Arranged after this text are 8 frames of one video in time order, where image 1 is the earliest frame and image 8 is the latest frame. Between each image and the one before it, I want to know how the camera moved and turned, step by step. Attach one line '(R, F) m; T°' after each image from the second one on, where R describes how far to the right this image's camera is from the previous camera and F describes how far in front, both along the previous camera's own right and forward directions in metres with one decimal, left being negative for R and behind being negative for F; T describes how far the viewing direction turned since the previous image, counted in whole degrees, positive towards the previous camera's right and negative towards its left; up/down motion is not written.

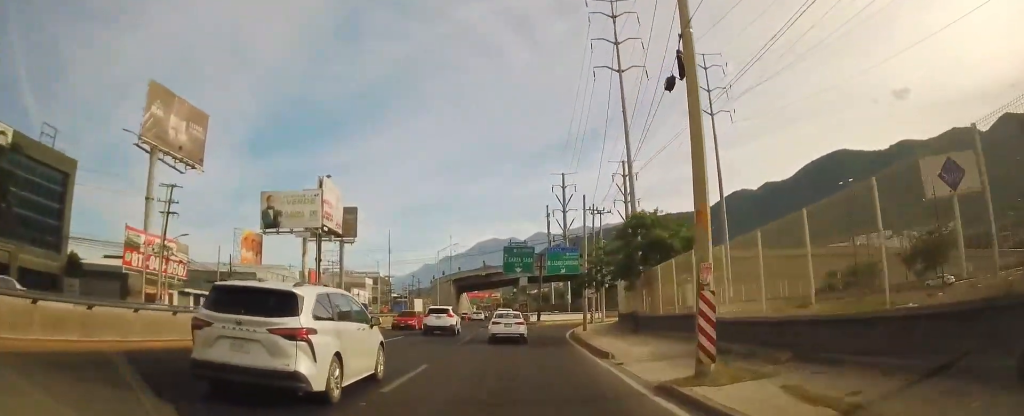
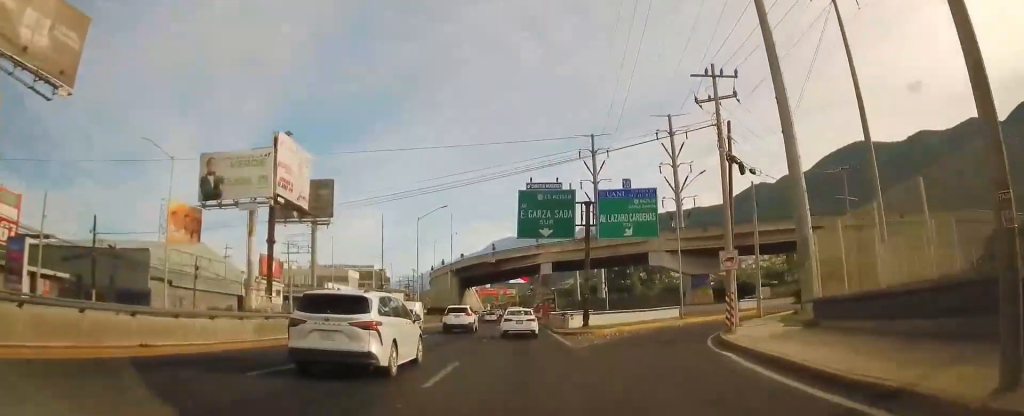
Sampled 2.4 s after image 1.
(+0.6, +30.4) m; -1°
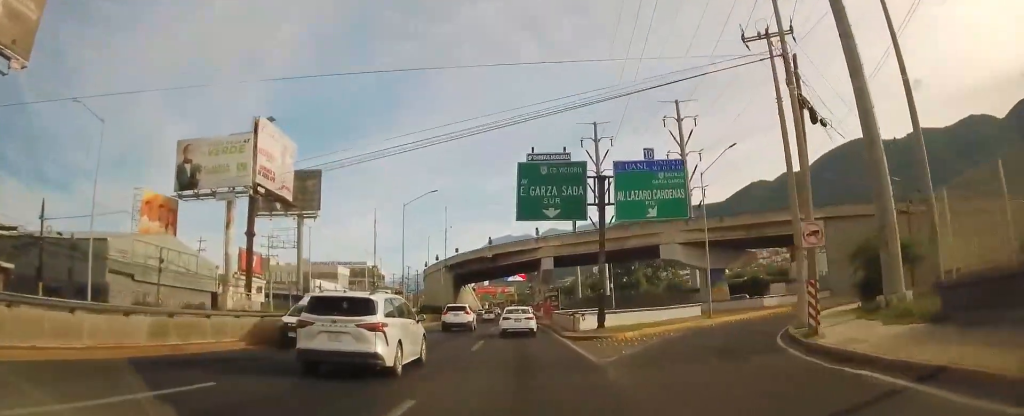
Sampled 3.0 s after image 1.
(-0.1, +6.6) m; -1°
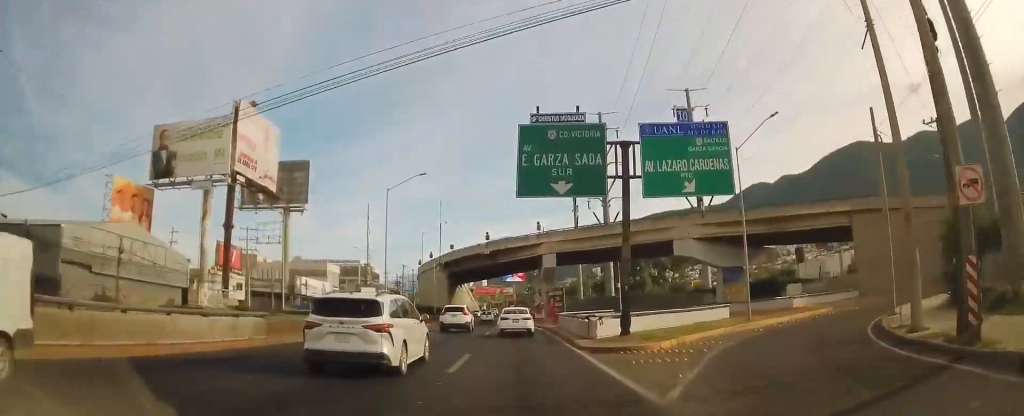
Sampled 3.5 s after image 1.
(0.0, +6.4) m; 0°
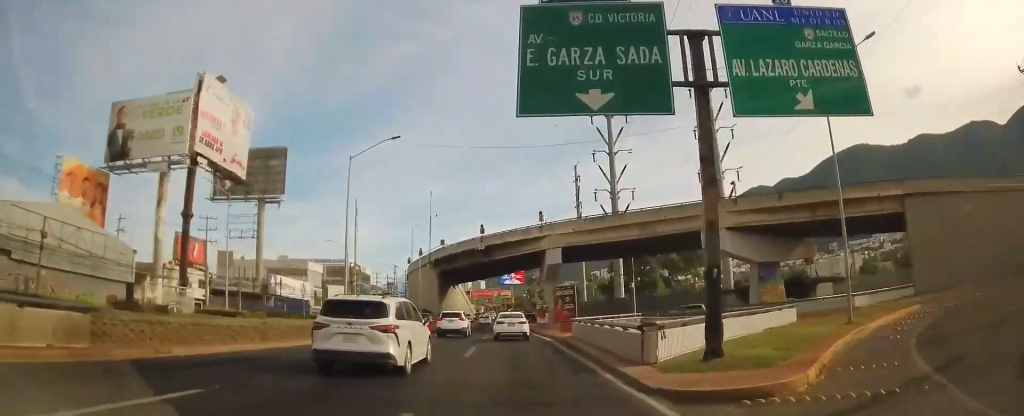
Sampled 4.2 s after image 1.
(0.0, +9.8) m; 0°
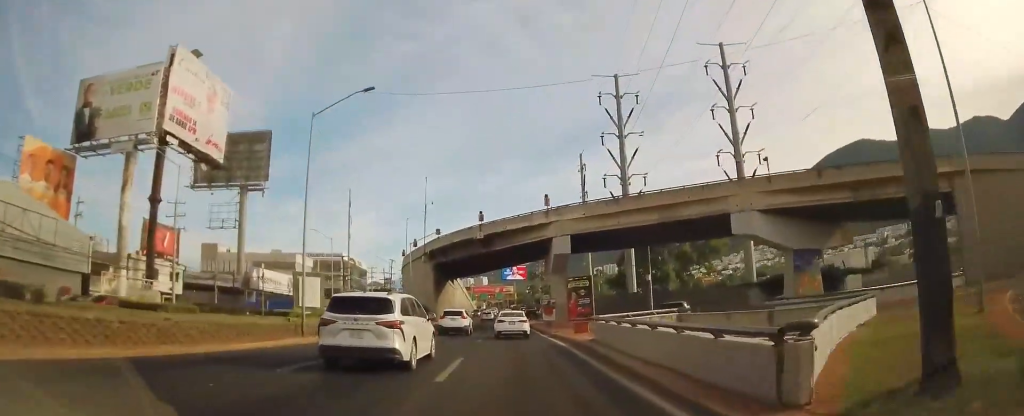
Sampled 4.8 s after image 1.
(0.0, +6.8) m; 0°
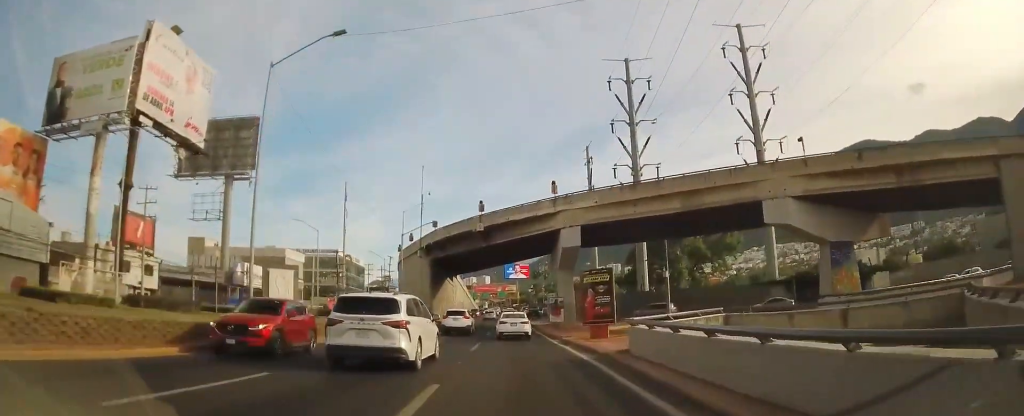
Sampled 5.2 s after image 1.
(0.0, +5.5) m; 0°
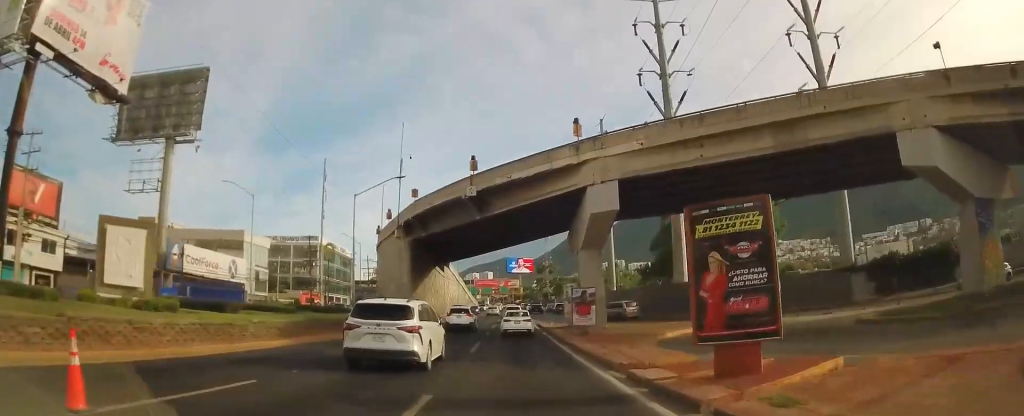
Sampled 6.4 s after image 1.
(0.0, +15.5) m; 0°
